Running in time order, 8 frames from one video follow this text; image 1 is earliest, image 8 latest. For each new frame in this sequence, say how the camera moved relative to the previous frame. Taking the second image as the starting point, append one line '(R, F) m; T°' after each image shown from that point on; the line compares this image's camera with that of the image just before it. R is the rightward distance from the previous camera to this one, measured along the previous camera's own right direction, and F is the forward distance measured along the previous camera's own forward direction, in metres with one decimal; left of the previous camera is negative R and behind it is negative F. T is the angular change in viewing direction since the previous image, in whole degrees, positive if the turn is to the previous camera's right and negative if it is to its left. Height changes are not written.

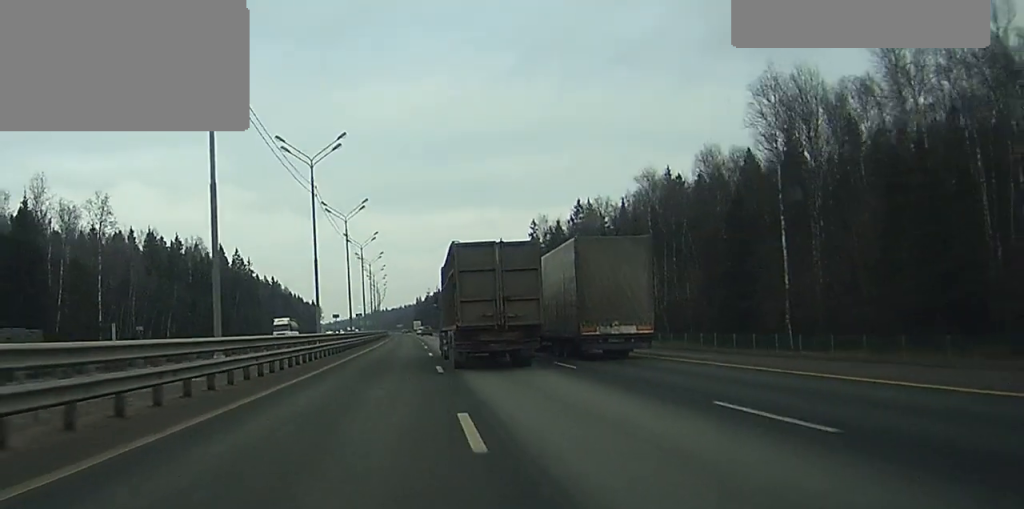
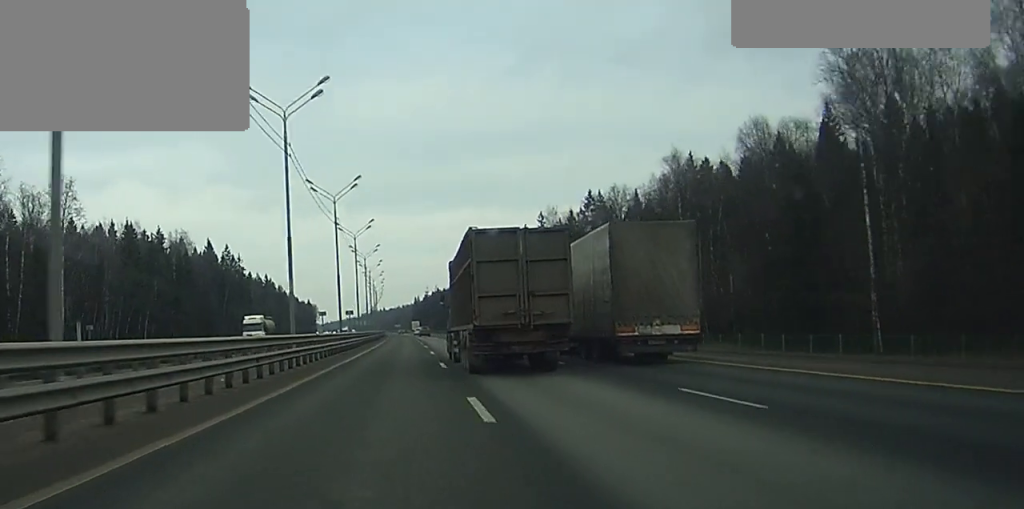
(0.0, +13.2) m; 0°
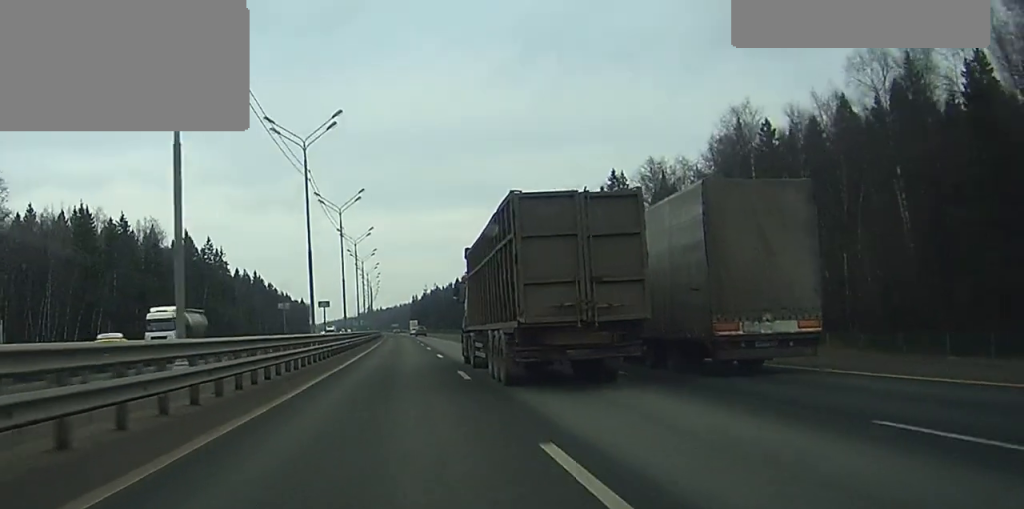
(0.0, +22.4) m; 0°
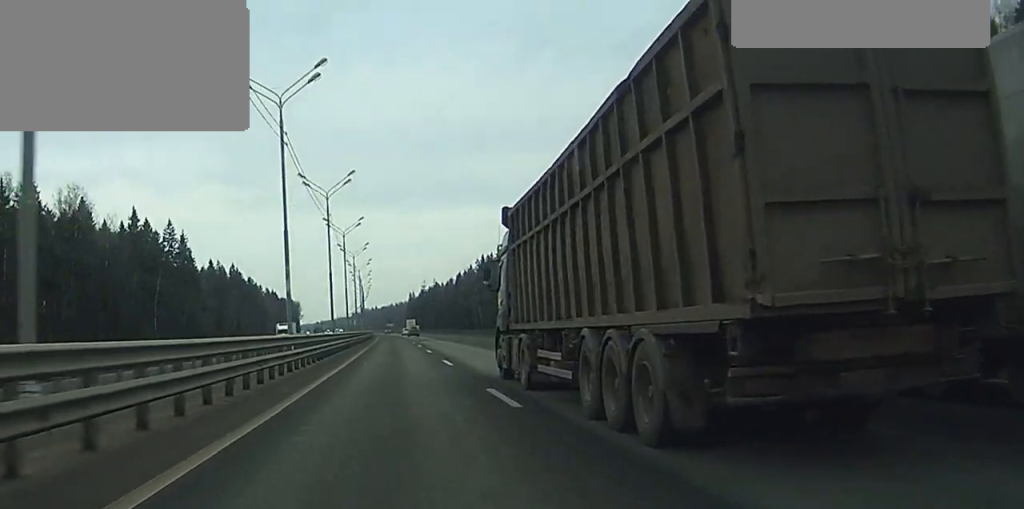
(+0.1, +39.8) m; 0°
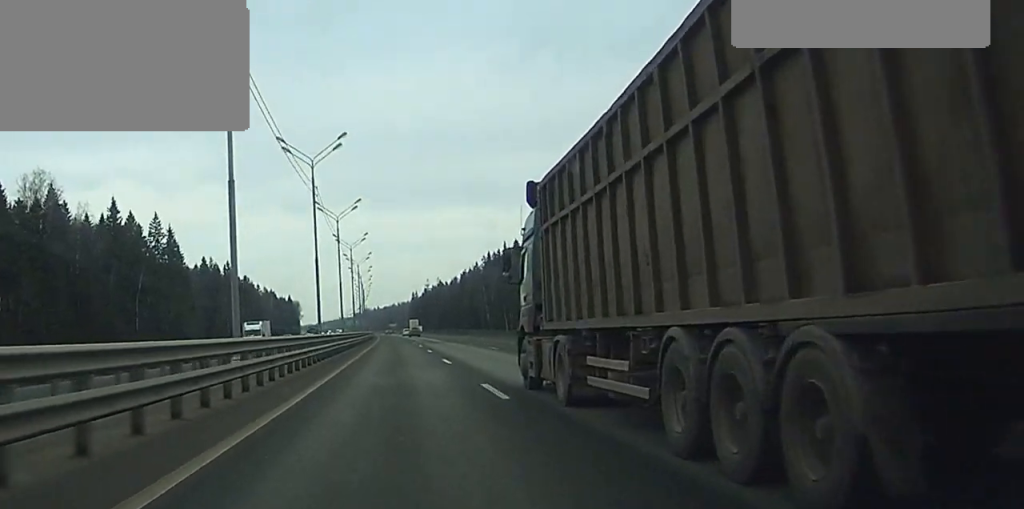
(0.0, +14.3) m; 0°
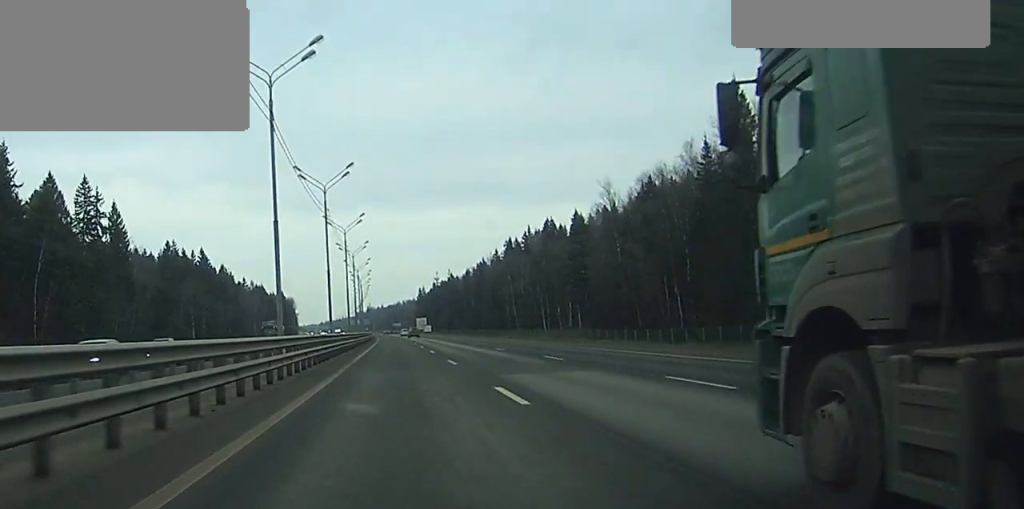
(-0.2, +48.9) m; -1°
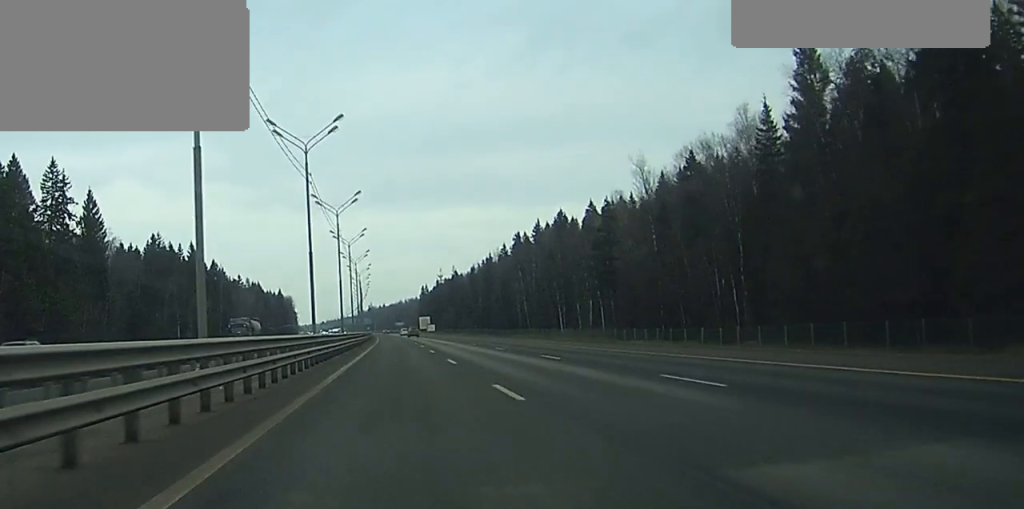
(0.0, +15.3) m; 0°
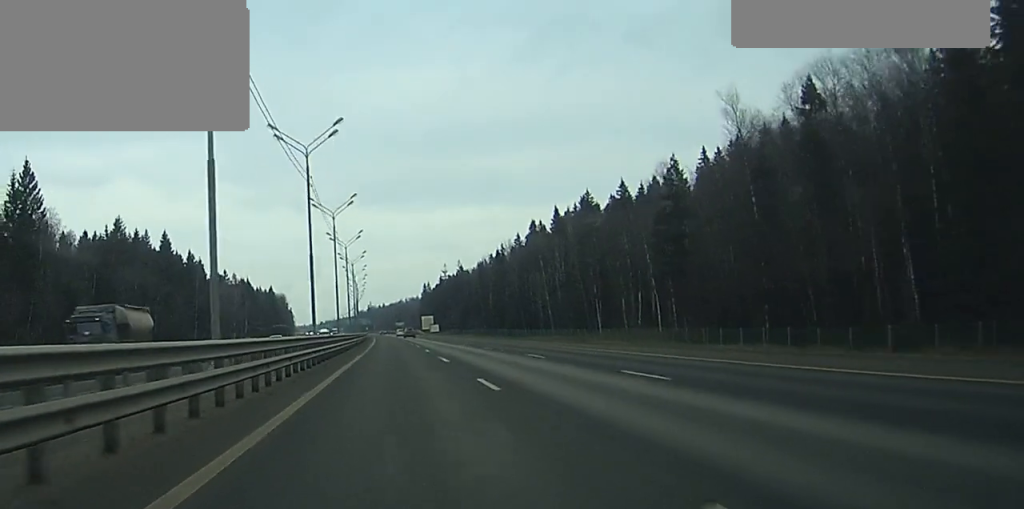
(0.0, +28.5) m; 0°
